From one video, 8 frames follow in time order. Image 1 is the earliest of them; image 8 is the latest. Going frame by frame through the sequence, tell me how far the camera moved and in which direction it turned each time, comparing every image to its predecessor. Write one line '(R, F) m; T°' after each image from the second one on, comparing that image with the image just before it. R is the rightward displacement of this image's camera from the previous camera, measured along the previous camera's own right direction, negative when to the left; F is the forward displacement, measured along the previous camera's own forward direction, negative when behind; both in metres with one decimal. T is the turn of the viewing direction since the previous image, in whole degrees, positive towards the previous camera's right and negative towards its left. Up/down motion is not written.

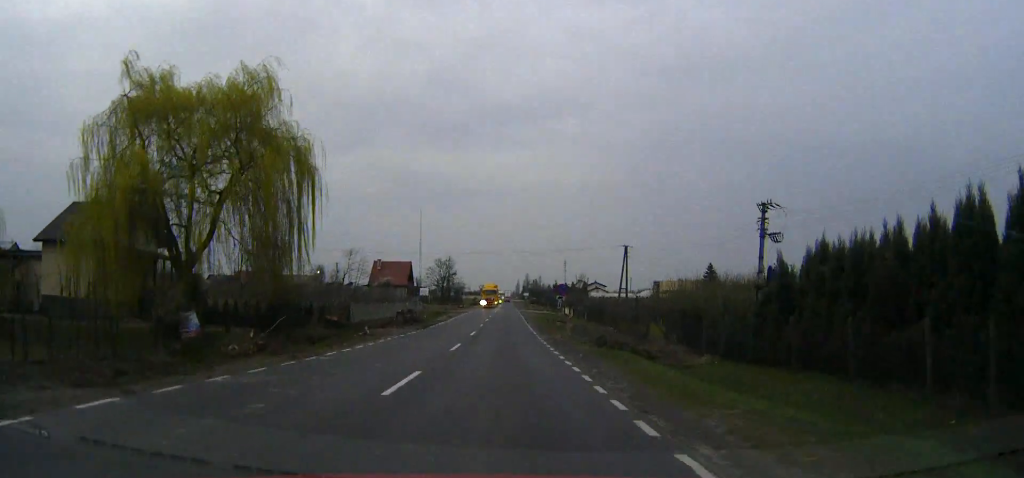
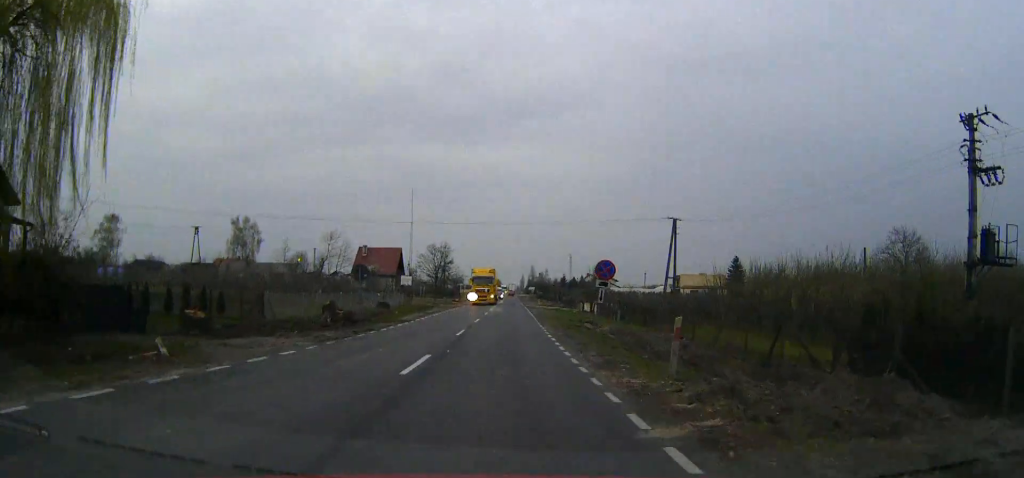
(0.0, +22.1) m; -1°
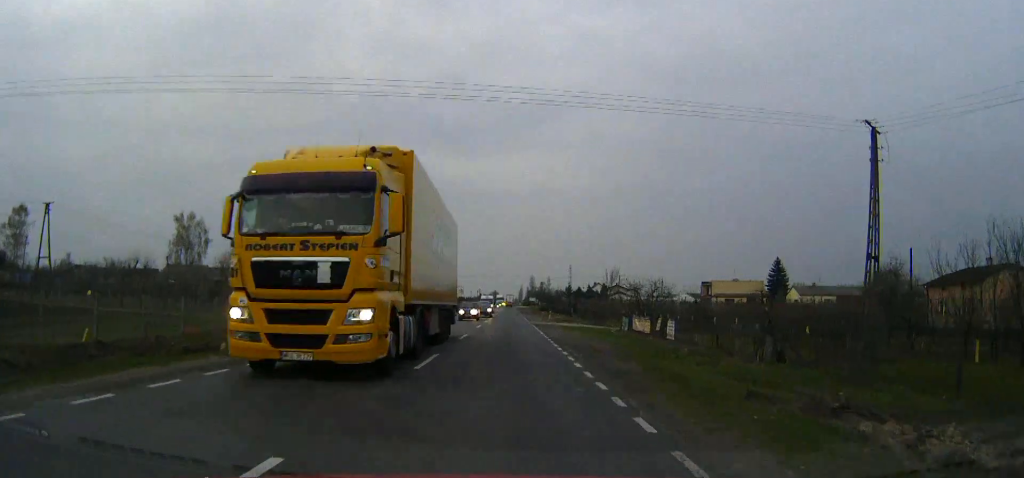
(-0.1, +34.1) m; 0°
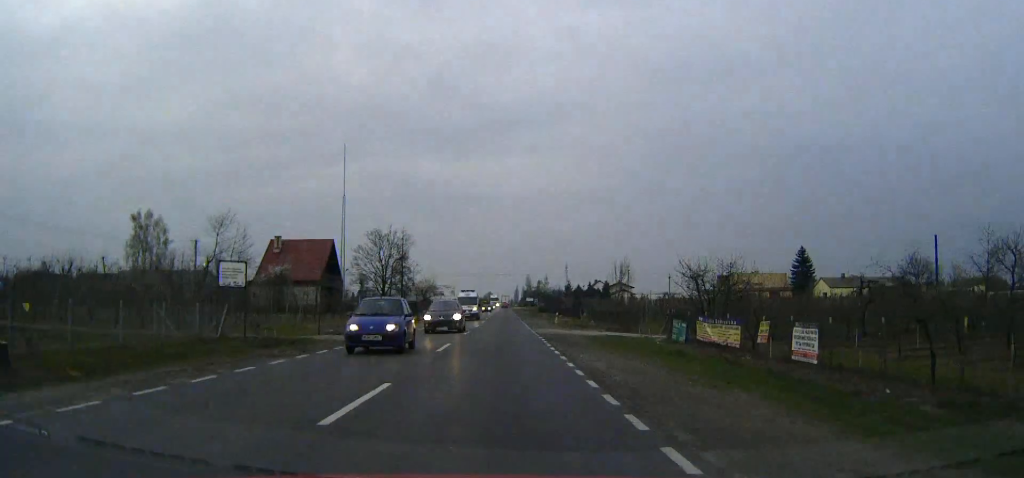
(0.0, +18.1) m; 0°
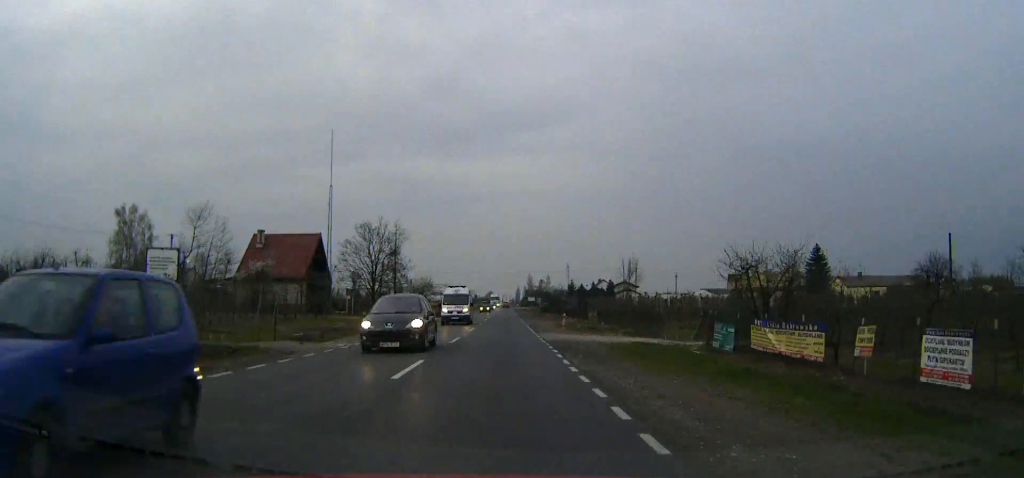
(0.0, +7.3) m; 0°
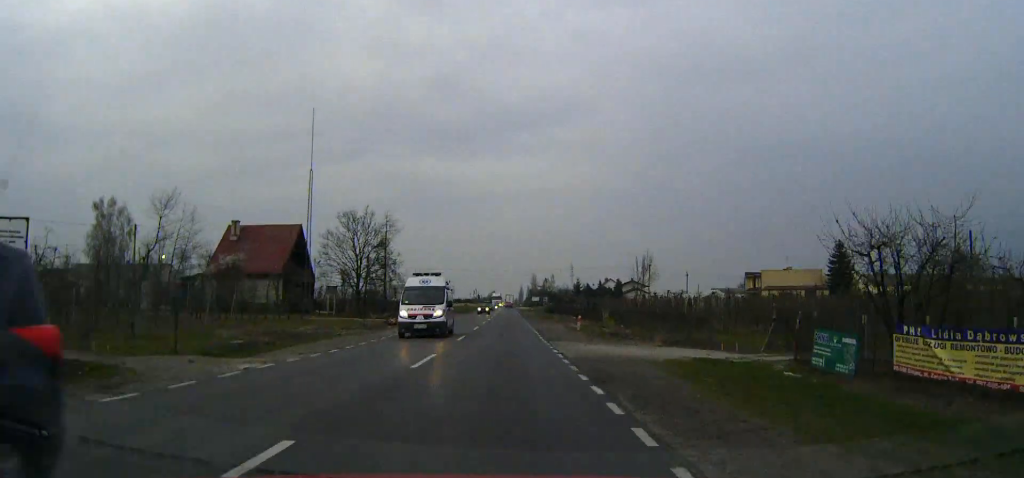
(0.0, +9.7) m; 0°
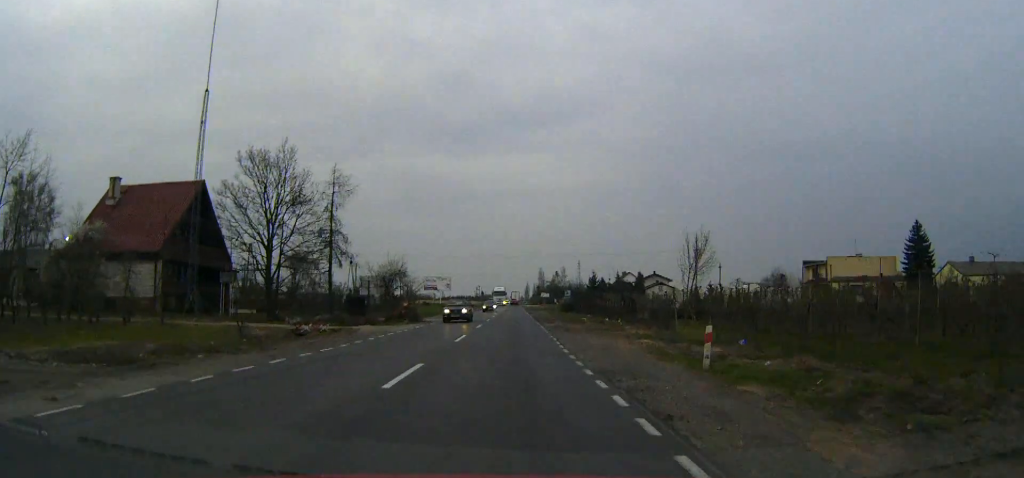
(-0.1, +27.9) m; 0°
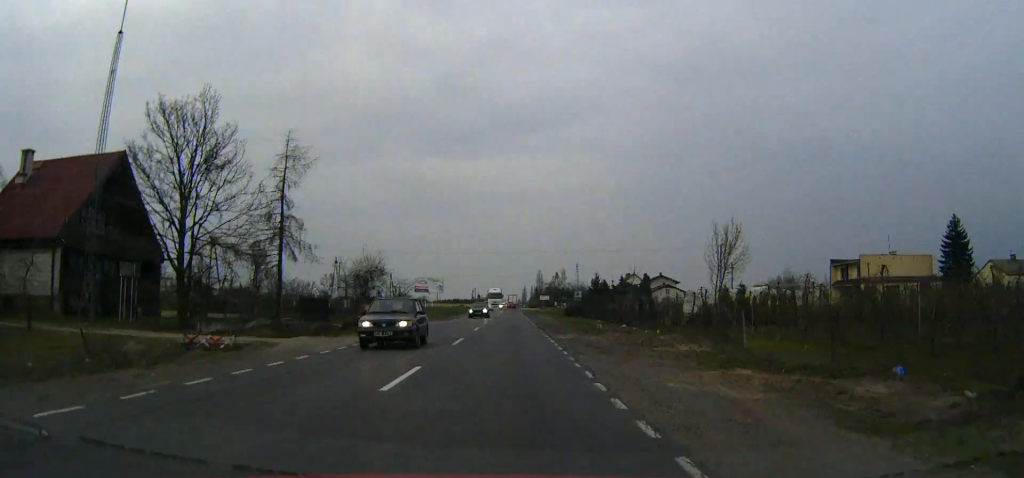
(0.0, +12.0) m; 0°
